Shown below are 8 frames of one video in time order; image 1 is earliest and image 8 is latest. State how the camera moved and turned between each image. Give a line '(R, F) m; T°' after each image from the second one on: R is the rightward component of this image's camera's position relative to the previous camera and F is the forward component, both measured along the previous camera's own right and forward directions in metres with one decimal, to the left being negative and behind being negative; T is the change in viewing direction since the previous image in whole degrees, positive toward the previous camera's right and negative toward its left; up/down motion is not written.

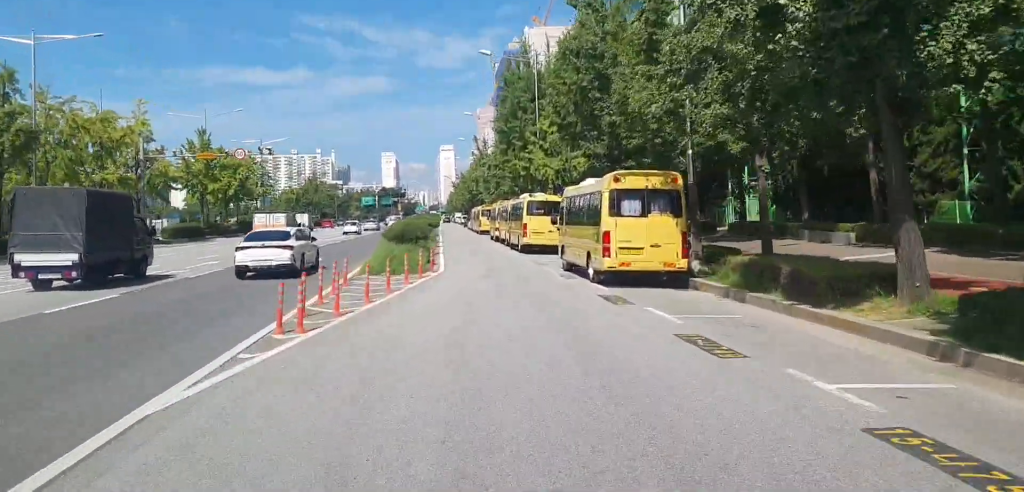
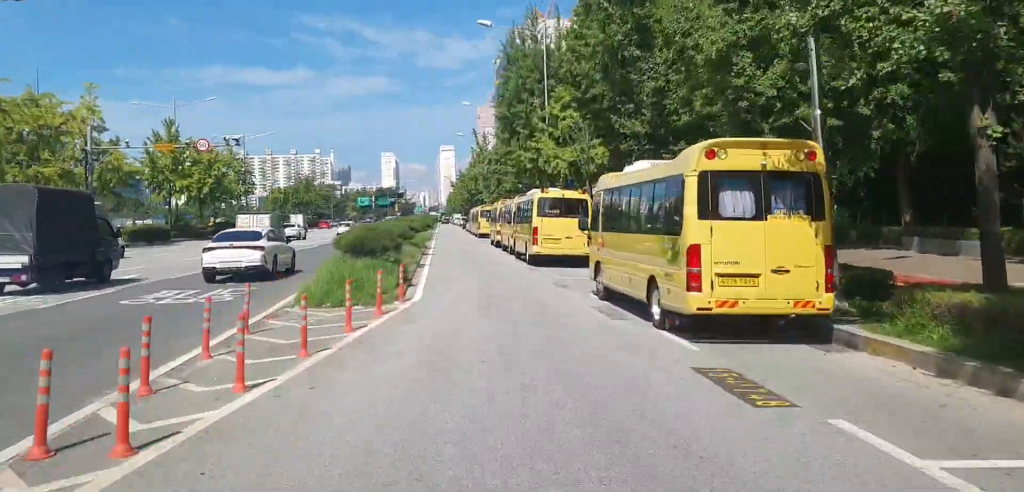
(0.0, +8.0) m; 0°
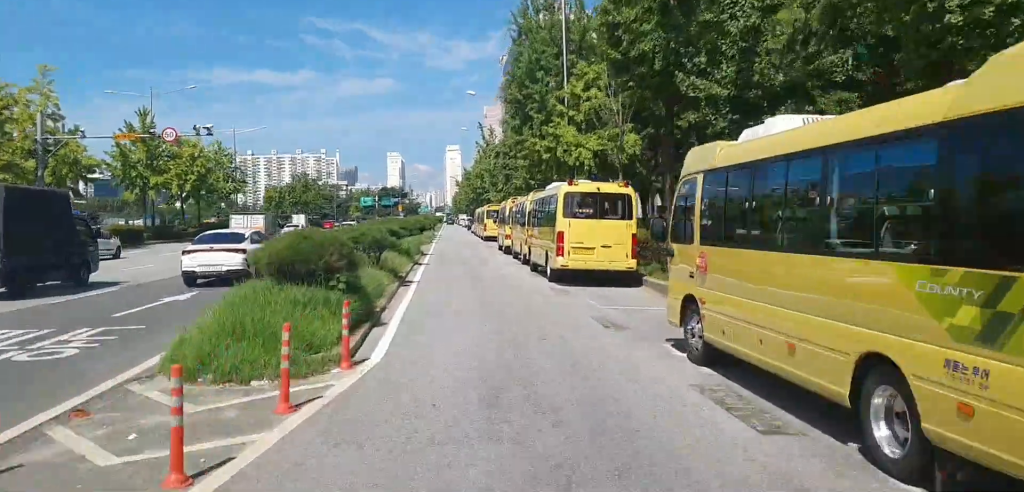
(+0.1, +6.9) m; -1°
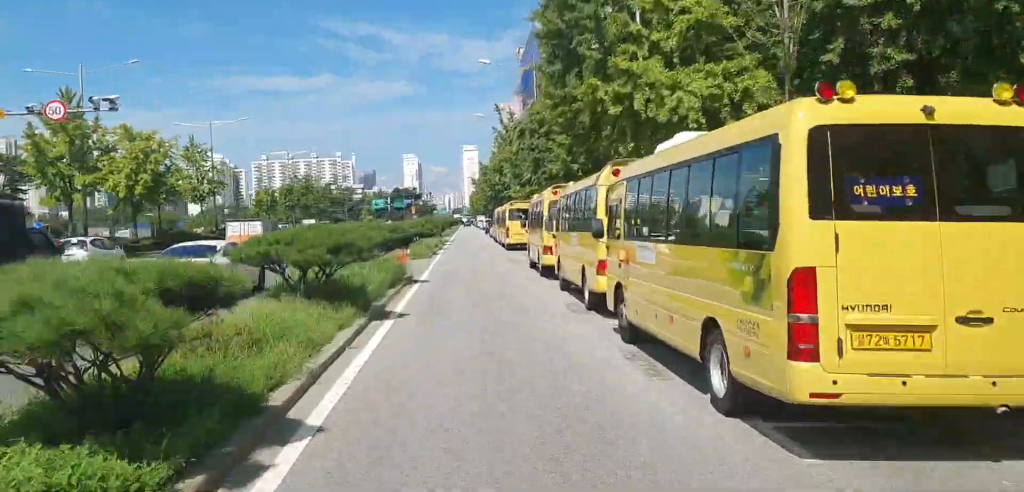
(-0.3, +14.1) m; -1°
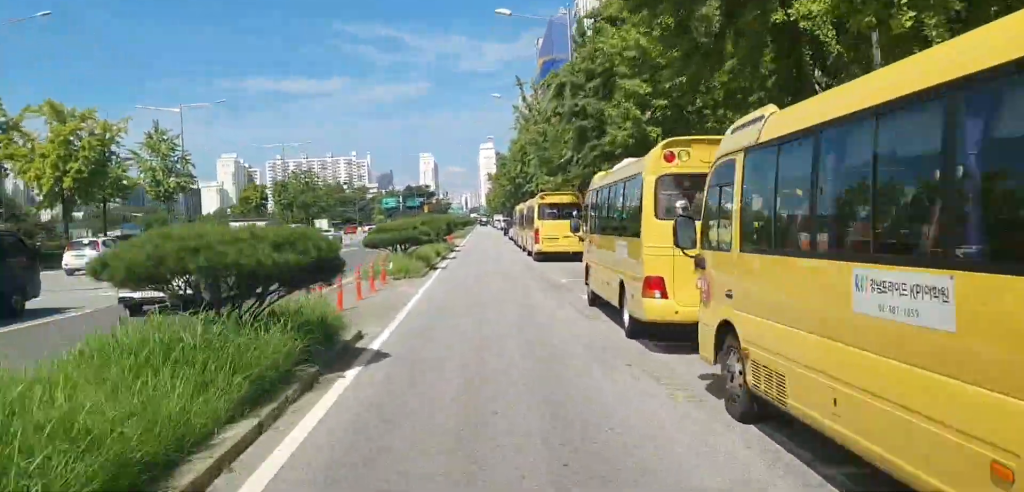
(-0.2, +12.3) m; -1°
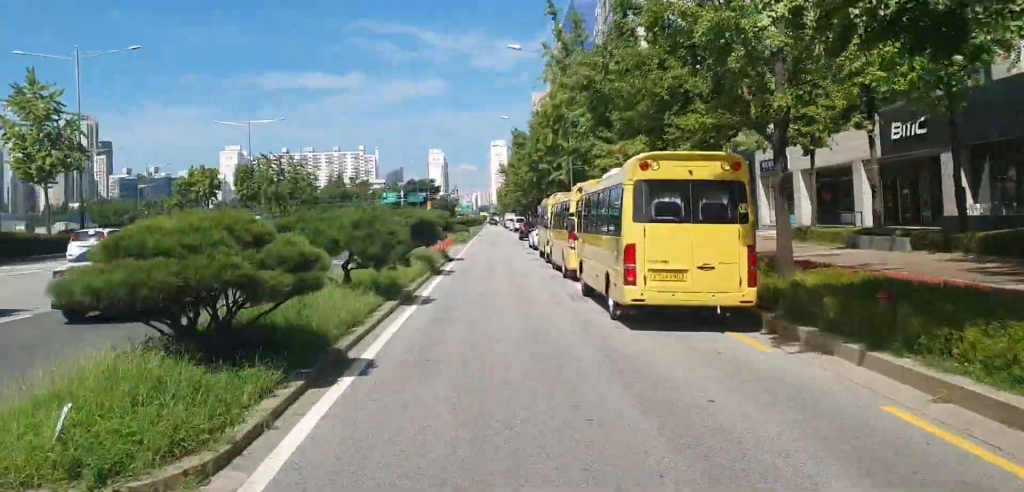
(-0.2, +18.5) m; -1°
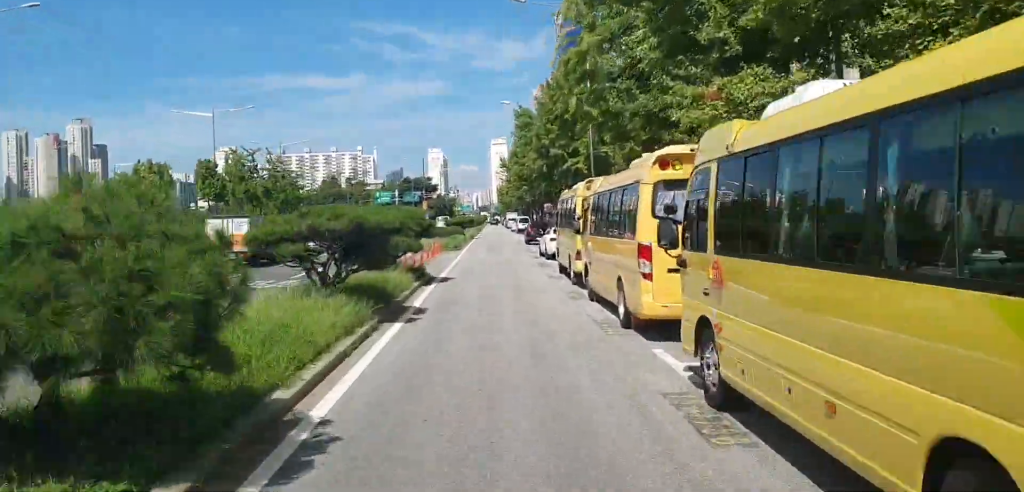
(-0.1, +10.4) m; 0°
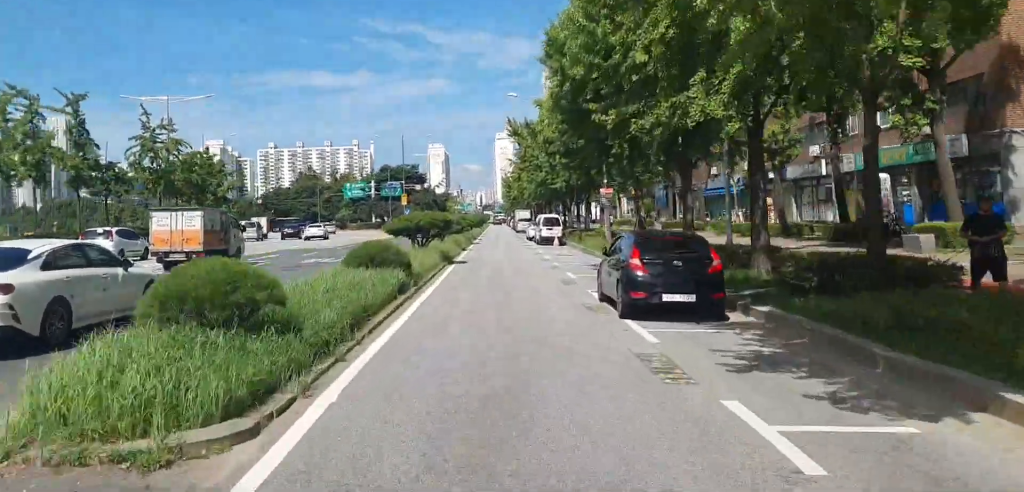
(+0.5, +35.9) m; +1°
